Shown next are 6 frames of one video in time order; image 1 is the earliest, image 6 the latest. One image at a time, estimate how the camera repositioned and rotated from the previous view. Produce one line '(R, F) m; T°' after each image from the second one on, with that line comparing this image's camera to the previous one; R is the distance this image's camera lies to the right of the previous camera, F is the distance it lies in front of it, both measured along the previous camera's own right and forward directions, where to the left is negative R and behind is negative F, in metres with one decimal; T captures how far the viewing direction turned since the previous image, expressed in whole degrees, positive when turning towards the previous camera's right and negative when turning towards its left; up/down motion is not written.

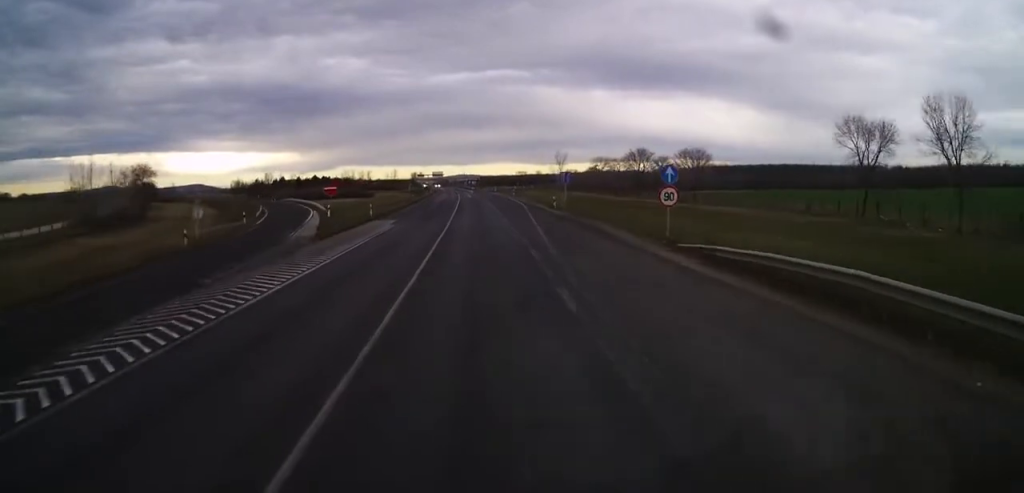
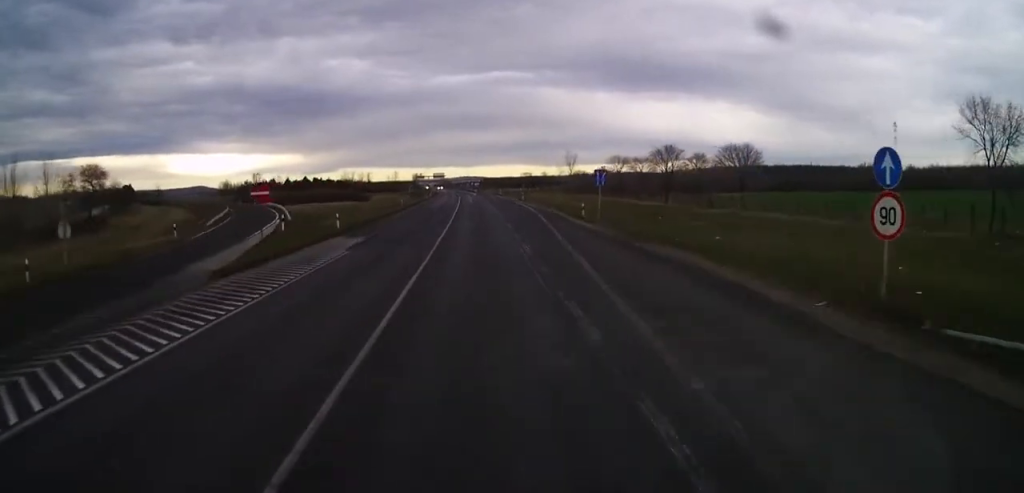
(+0.4, +14.1) m; -1°
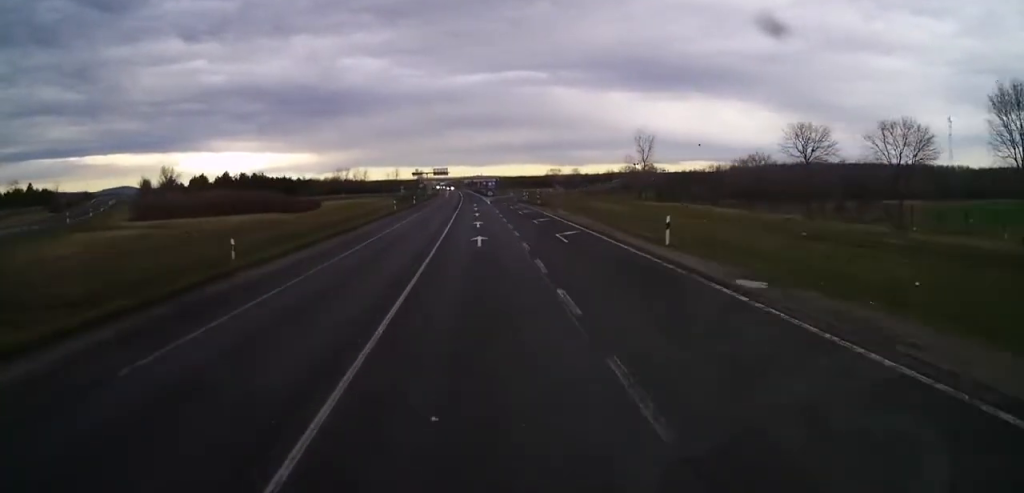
(-3.0, +64.4) m; -2°
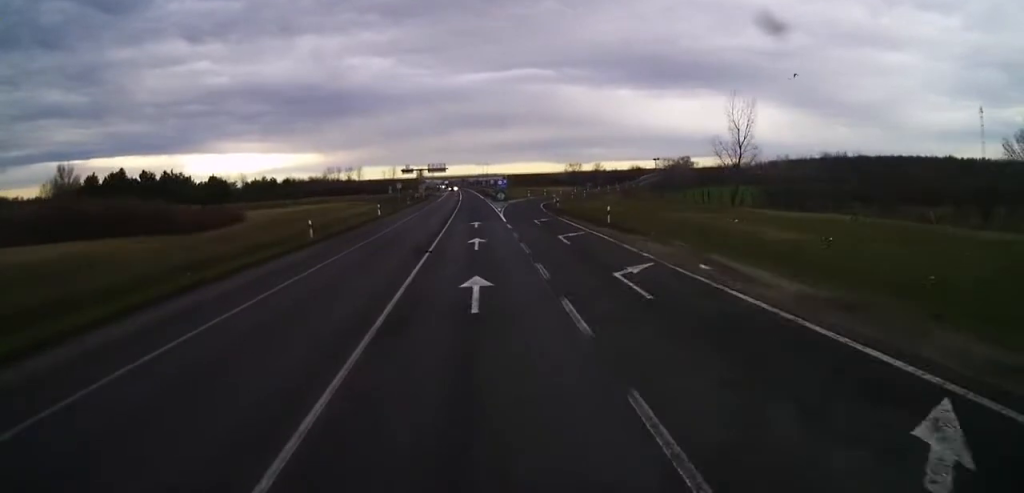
(0.0, +37.8) m; 0°
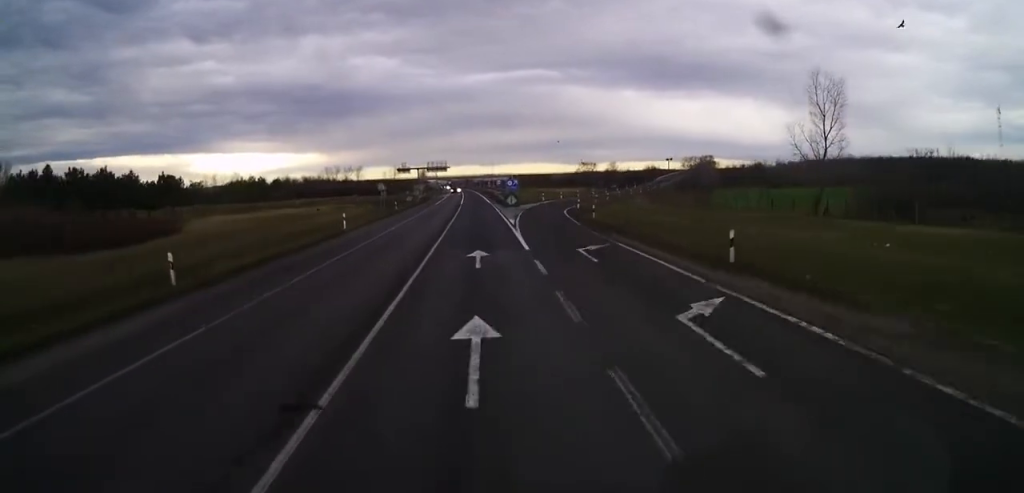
(-0.1, +17.0) m; 0°
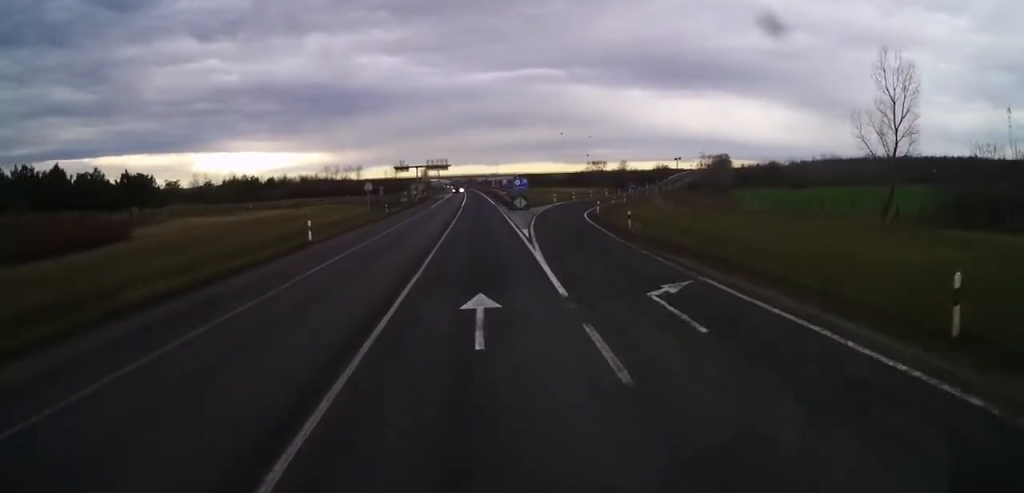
(0.0, +9.6) m; 0°
